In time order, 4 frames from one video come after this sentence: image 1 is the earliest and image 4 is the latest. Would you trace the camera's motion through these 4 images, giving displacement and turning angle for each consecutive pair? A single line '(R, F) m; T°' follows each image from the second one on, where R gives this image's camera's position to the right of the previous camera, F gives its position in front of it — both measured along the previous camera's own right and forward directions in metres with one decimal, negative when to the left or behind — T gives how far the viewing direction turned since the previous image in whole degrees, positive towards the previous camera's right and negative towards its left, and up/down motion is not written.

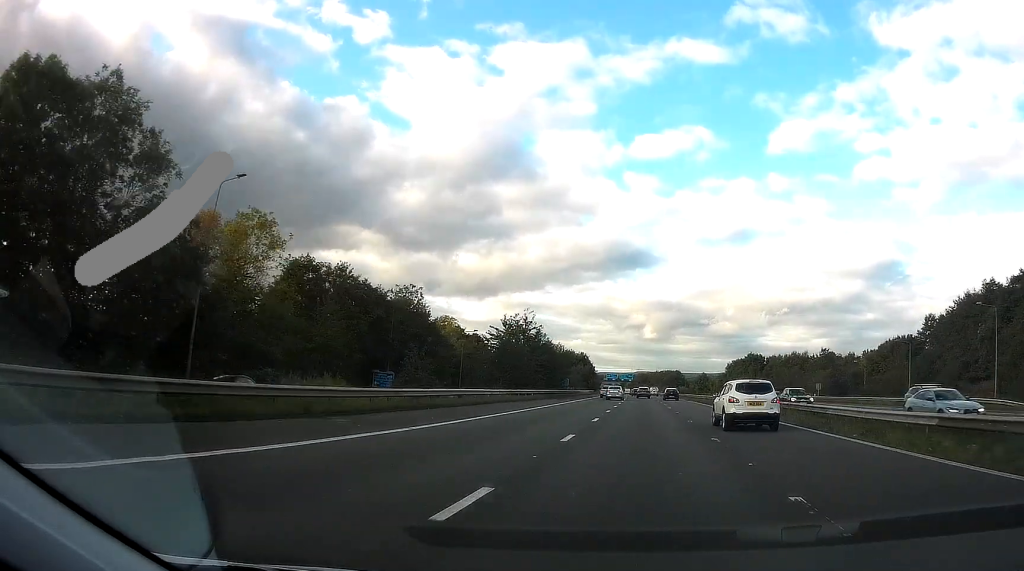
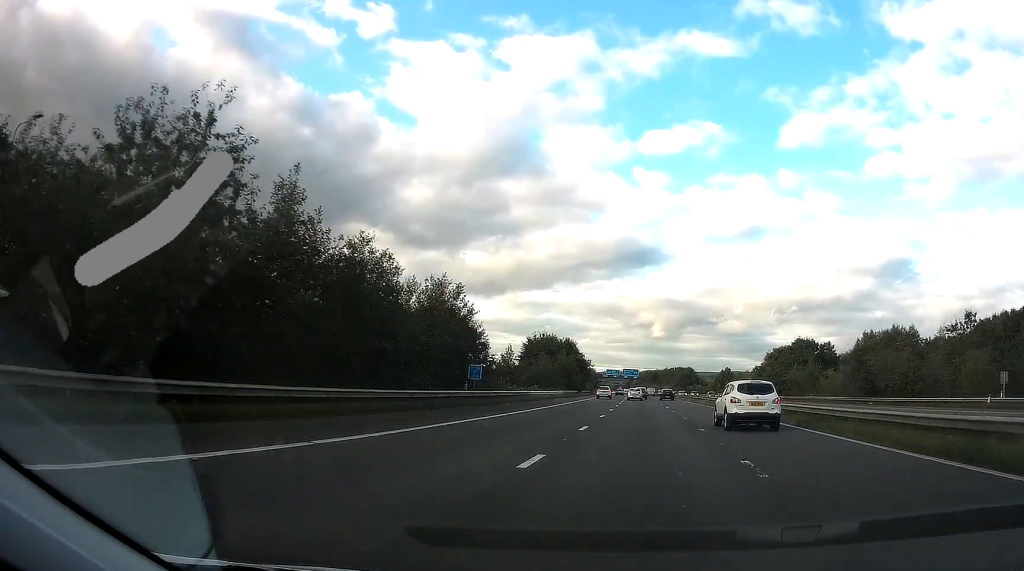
(-0.3, +50.5) m; -1°
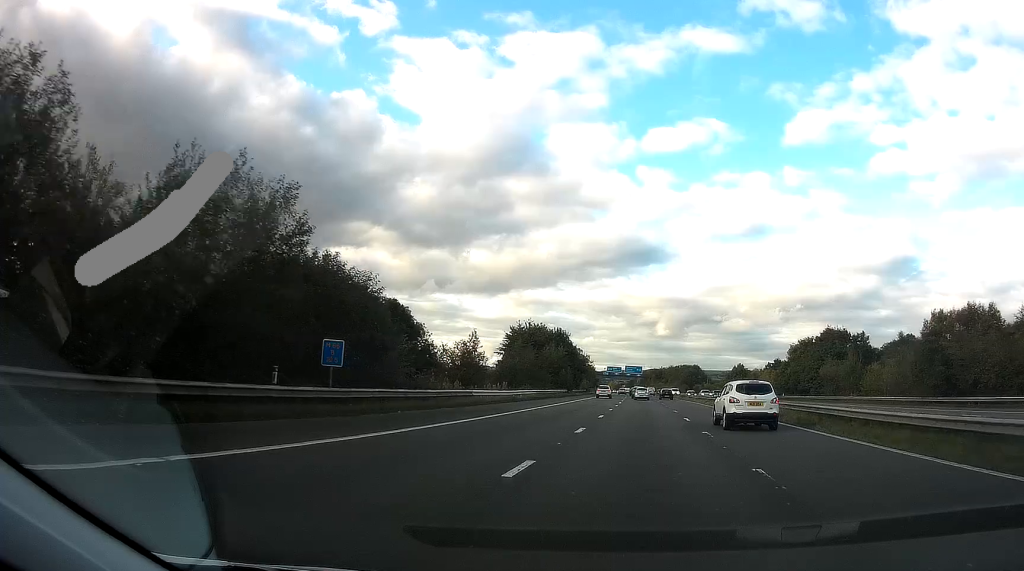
(0.0, +19.2) m; 0°
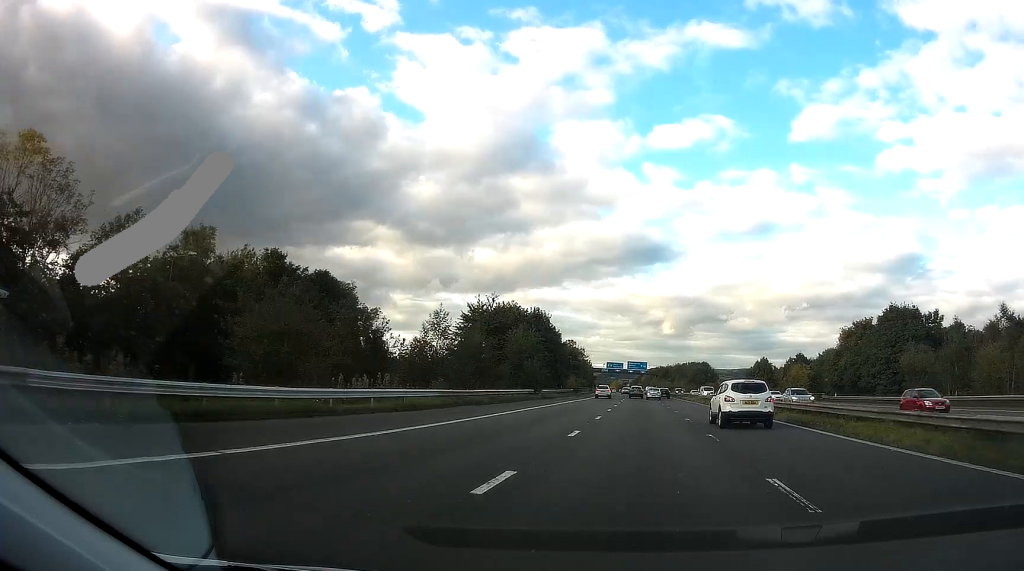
(-0.1, +29.0) m; 0°
